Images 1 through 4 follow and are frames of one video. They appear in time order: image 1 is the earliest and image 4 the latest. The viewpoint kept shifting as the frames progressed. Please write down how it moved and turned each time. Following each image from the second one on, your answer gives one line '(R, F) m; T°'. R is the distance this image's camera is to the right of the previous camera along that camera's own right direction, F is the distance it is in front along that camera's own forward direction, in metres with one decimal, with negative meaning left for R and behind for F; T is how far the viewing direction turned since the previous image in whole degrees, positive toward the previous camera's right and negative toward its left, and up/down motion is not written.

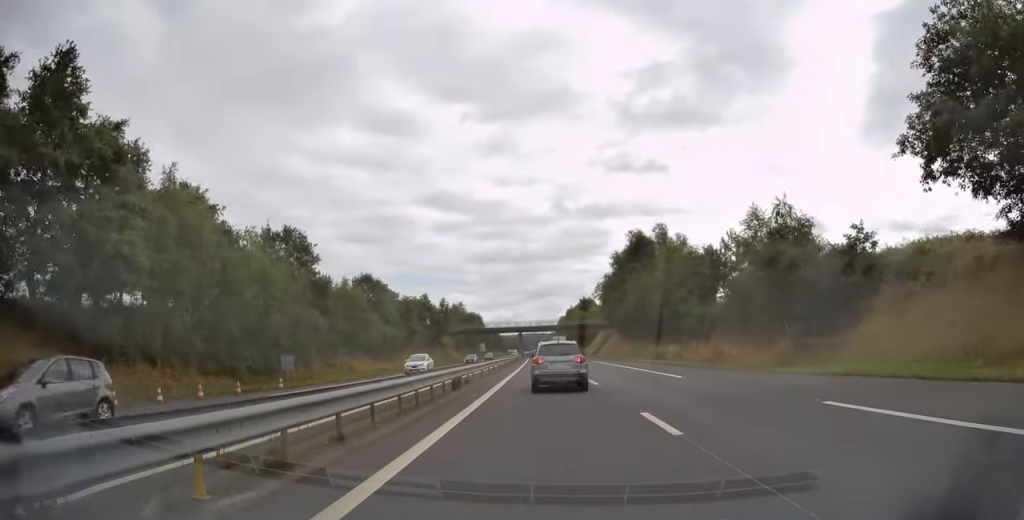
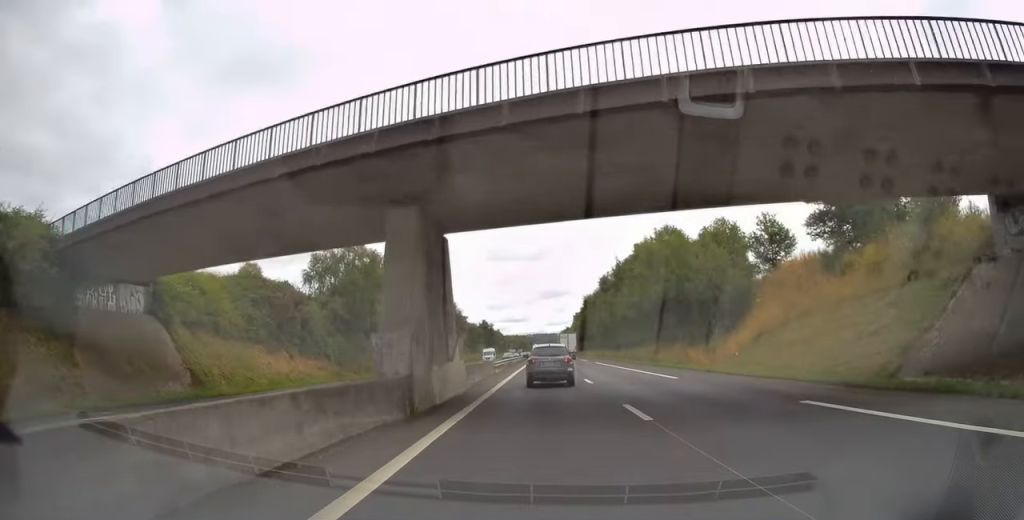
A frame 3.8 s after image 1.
(-1.5, +101.8) m; -1°
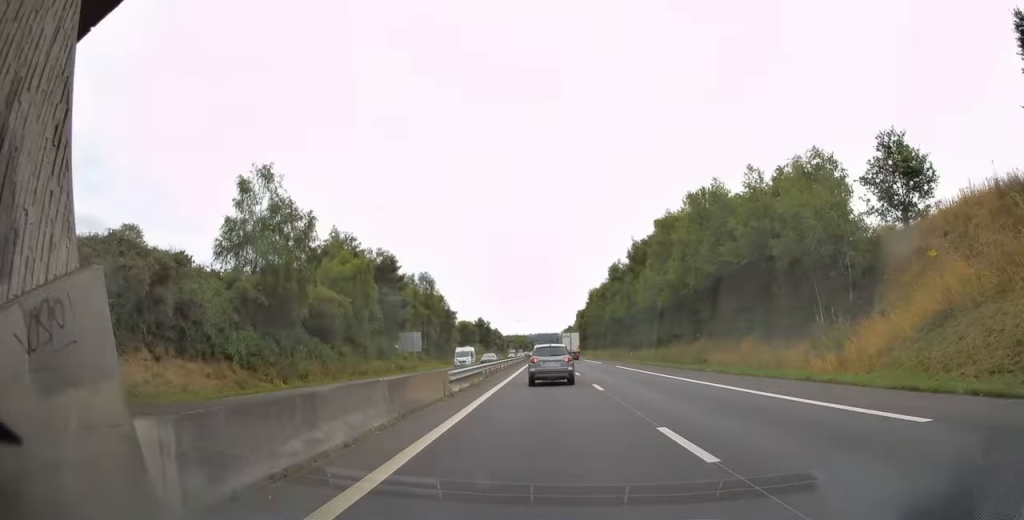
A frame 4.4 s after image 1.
(-0.2, +17.3) m; -1°
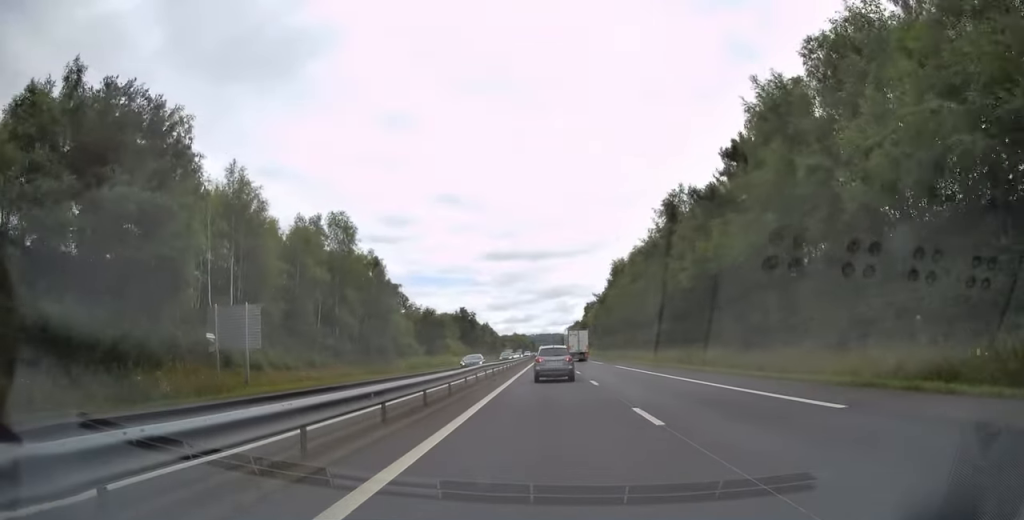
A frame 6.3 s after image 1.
(-0.3, +48.4) m; 0°
